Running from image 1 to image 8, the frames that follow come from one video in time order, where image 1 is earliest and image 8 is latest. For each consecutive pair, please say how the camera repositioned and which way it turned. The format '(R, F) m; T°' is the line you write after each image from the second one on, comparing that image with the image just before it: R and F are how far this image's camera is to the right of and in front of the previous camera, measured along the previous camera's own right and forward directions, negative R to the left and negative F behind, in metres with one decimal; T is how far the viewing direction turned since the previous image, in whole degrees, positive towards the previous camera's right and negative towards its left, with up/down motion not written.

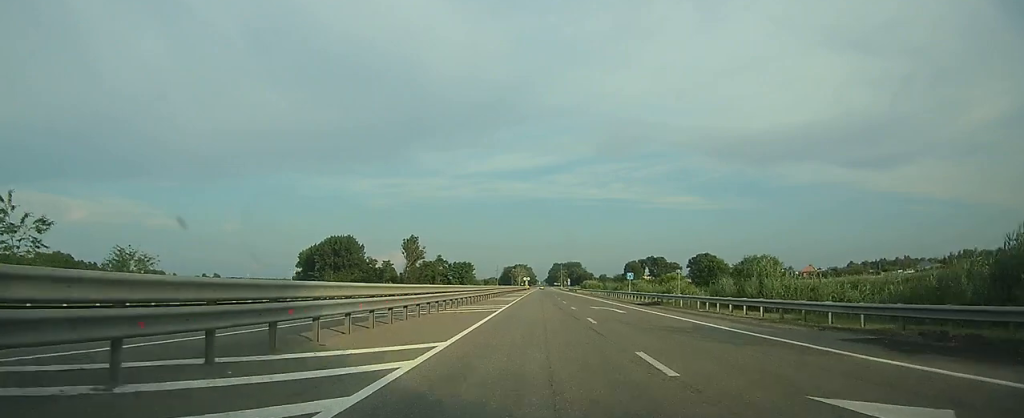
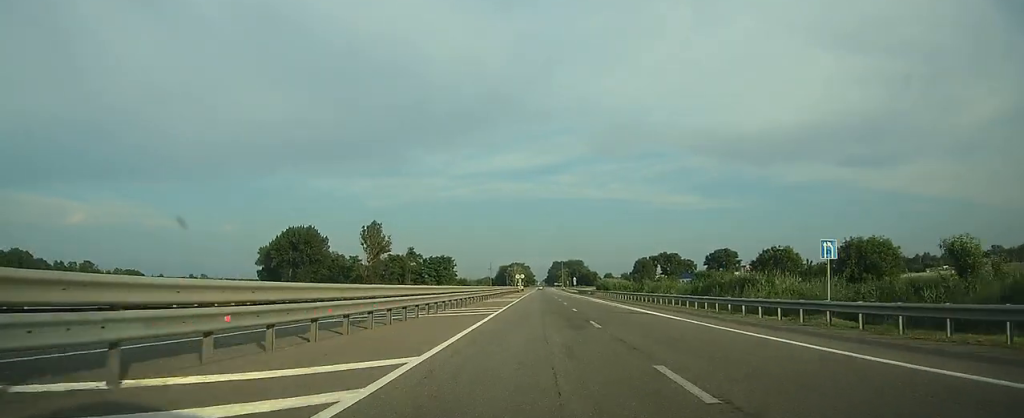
(+0.1, +50.1) m; 0°
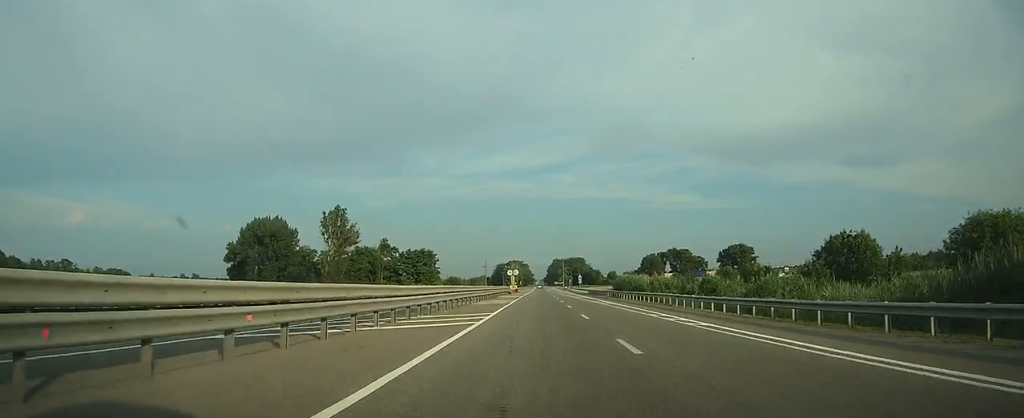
(0.0, +31.1) m; 0°
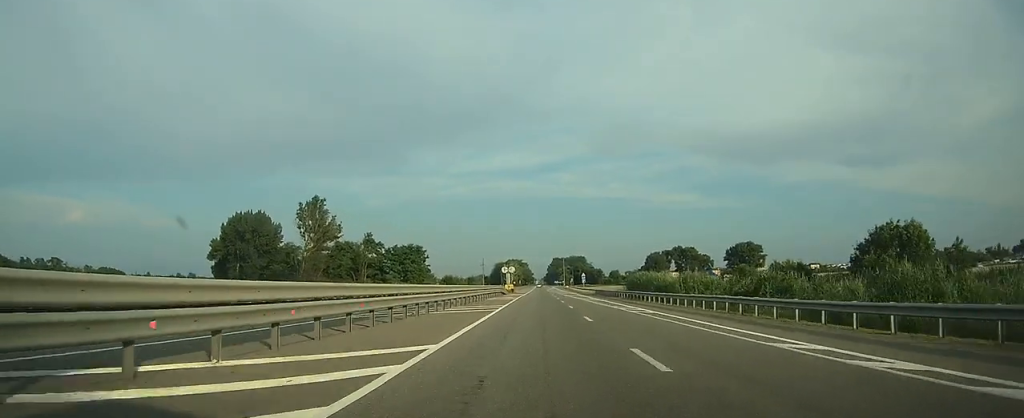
(0.0, +14.0) m; 0°
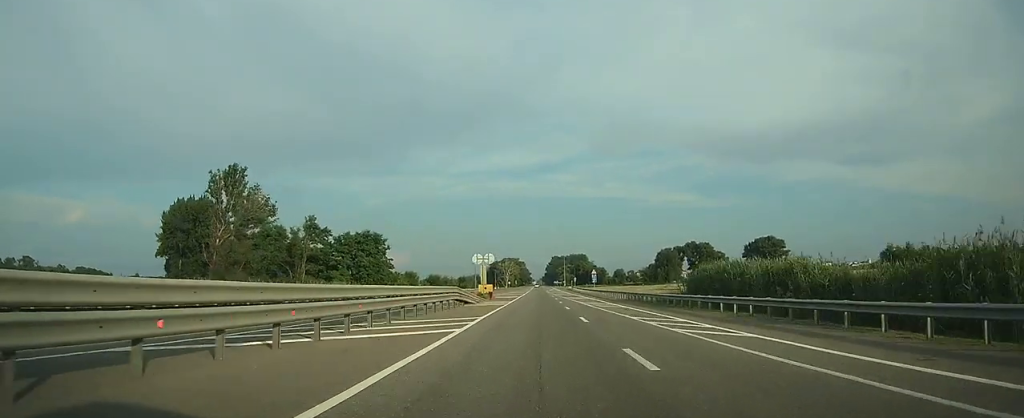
(0.0, +33.8) m; 0°
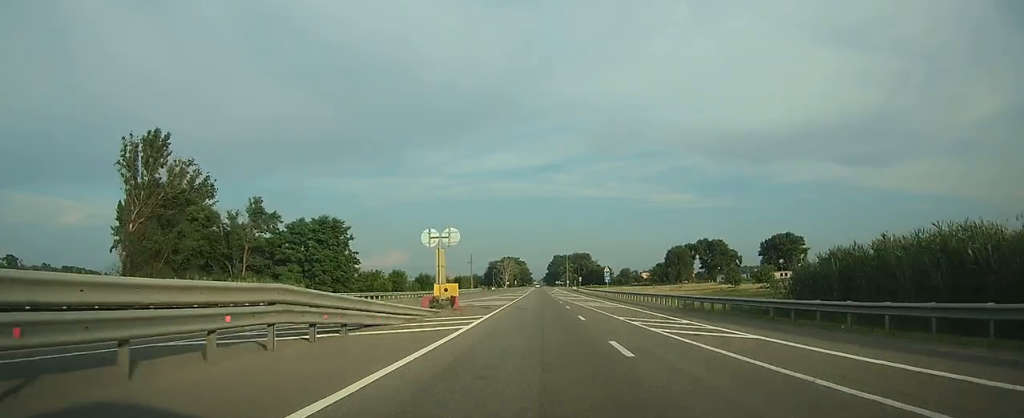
(0.0, +20.1) m; 0°
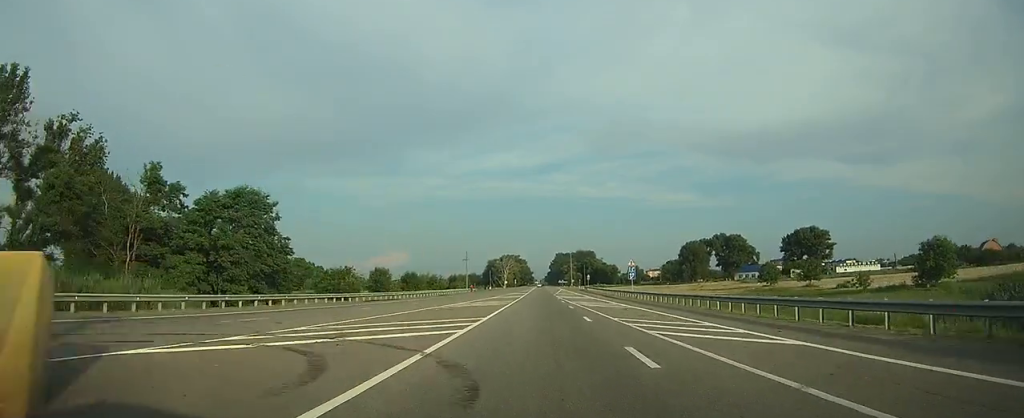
(0.0, +21.9) m; 0°
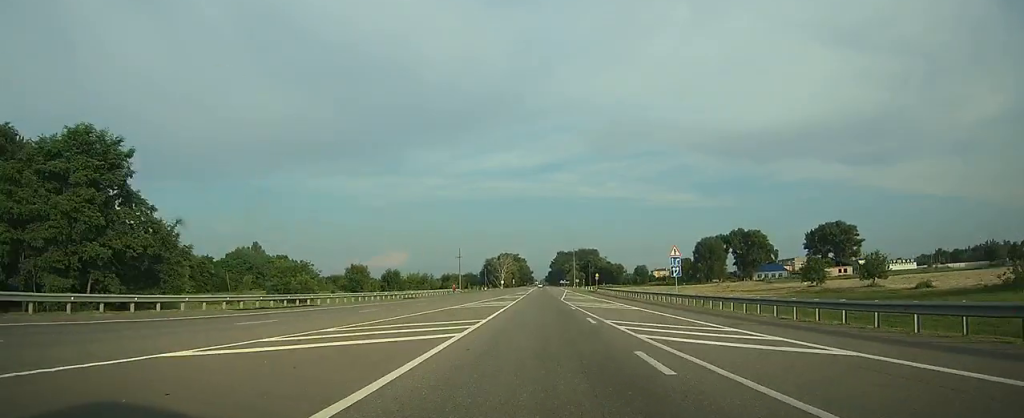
(0.0, +20.2) m; 0°
